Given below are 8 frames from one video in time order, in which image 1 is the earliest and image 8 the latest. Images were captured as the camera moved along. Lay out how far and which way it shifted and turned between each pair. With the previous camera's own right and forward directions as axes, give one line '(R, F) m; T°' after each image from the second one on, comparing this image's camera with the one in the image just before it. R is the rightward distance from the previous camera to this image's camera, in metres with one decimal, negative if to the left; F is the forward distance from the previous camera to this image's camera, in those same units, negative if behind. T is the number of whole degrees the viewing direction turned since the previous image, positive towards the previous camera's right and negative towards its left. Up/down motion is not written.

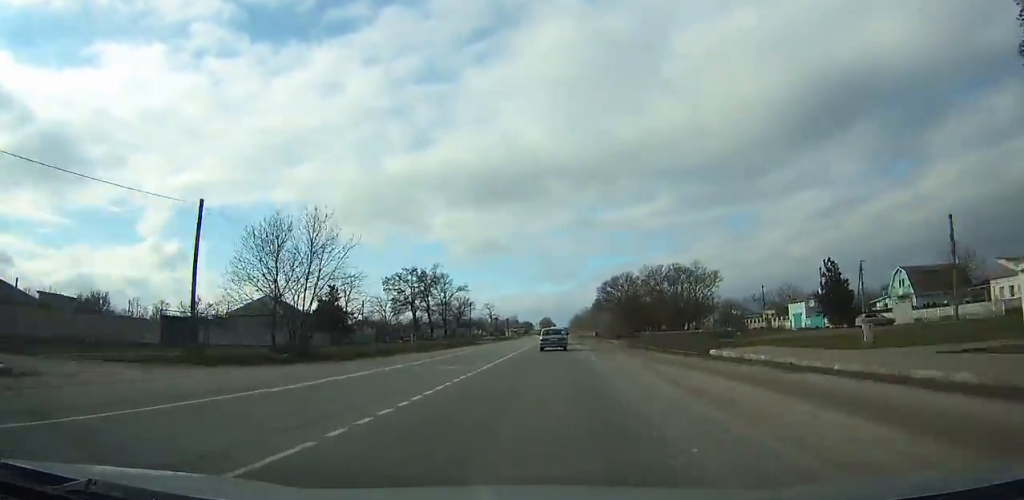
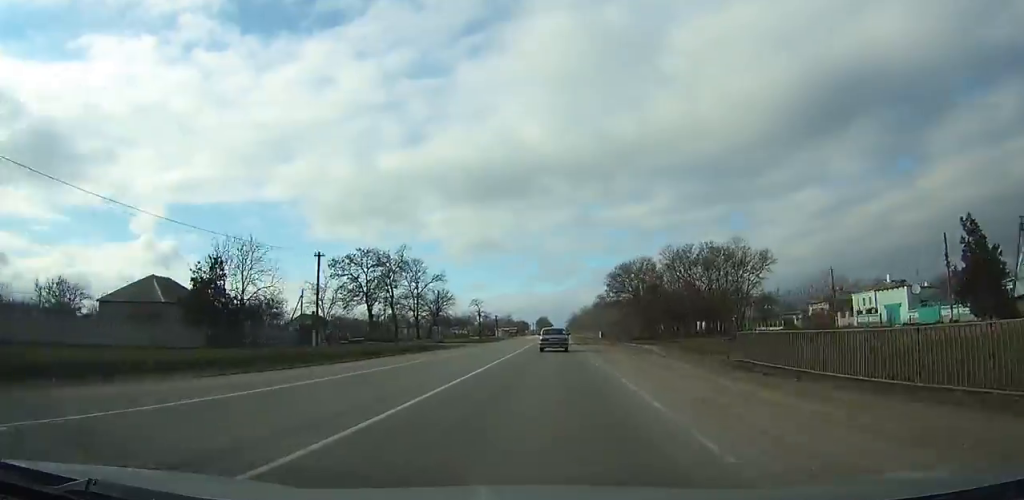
(+0.2, +26.0) m; 0°
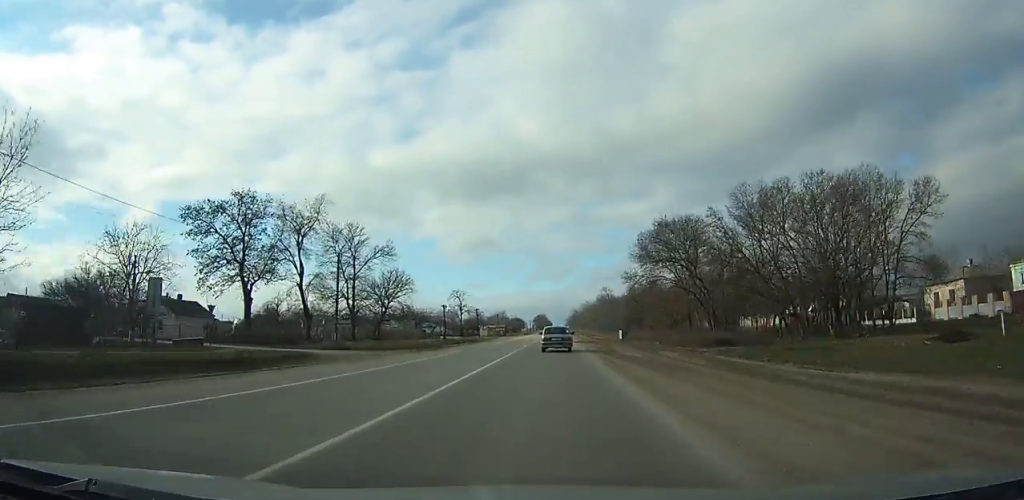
(-0.1, +36.4) m; 0°
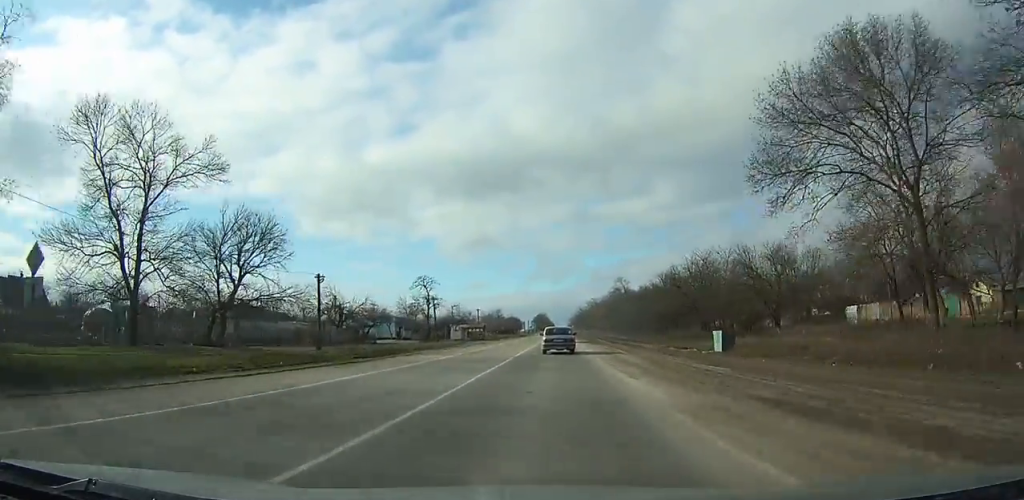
(+0.2, +44.7) m; +1°
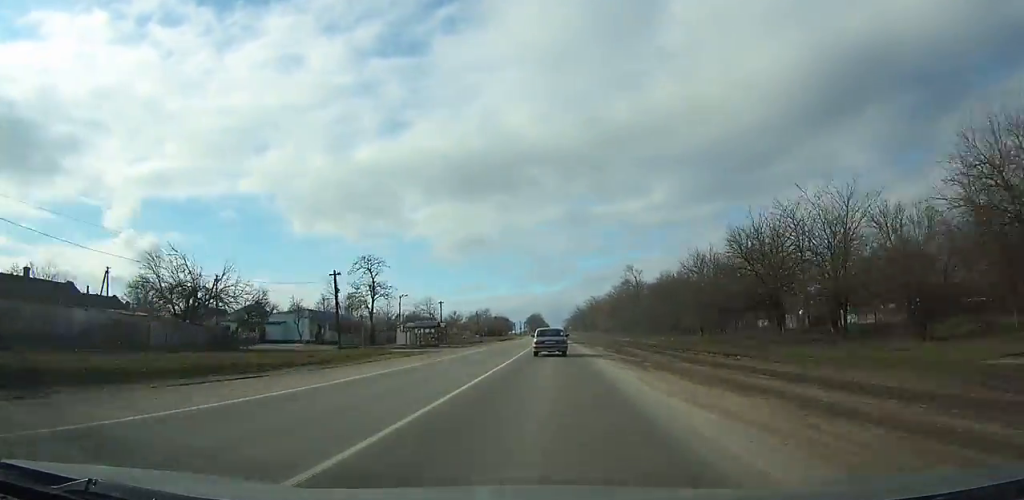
(+0.2, +33.6) m; 0°
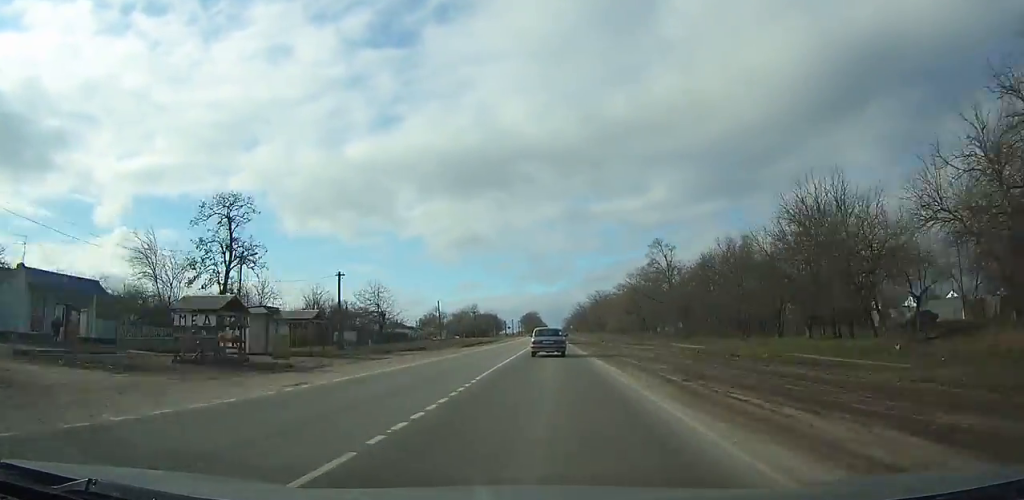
(0.0, +39.4) m; 0°
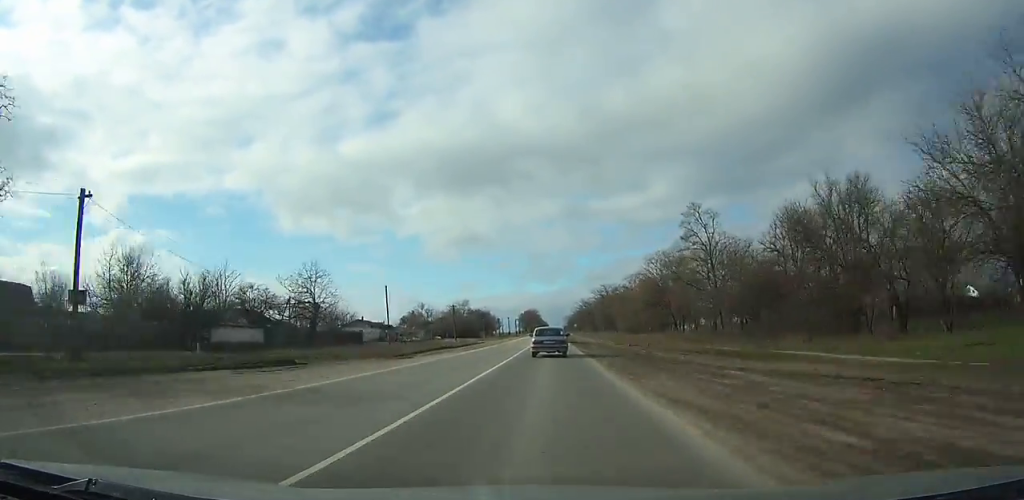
(+0.1, +26.6) m; 0°
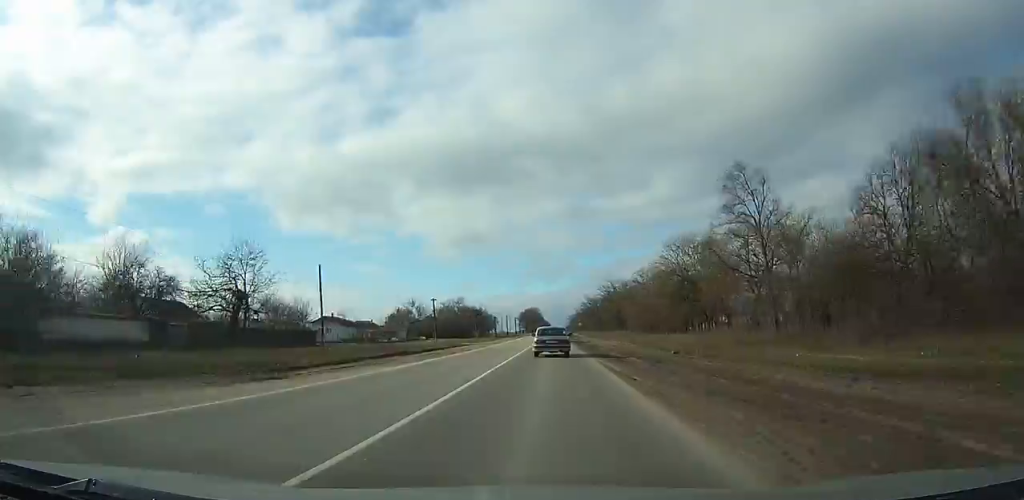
(-0.1, +17.5) m; 0°
